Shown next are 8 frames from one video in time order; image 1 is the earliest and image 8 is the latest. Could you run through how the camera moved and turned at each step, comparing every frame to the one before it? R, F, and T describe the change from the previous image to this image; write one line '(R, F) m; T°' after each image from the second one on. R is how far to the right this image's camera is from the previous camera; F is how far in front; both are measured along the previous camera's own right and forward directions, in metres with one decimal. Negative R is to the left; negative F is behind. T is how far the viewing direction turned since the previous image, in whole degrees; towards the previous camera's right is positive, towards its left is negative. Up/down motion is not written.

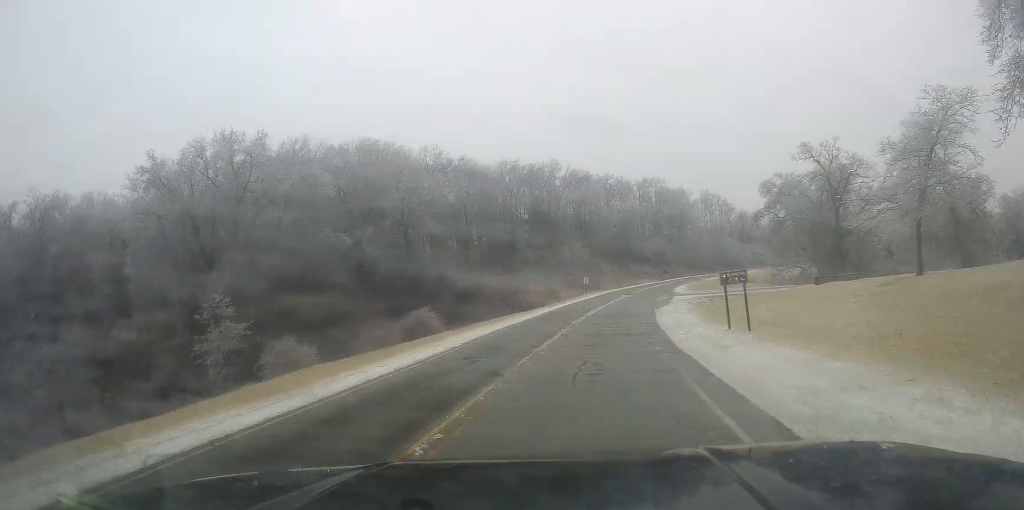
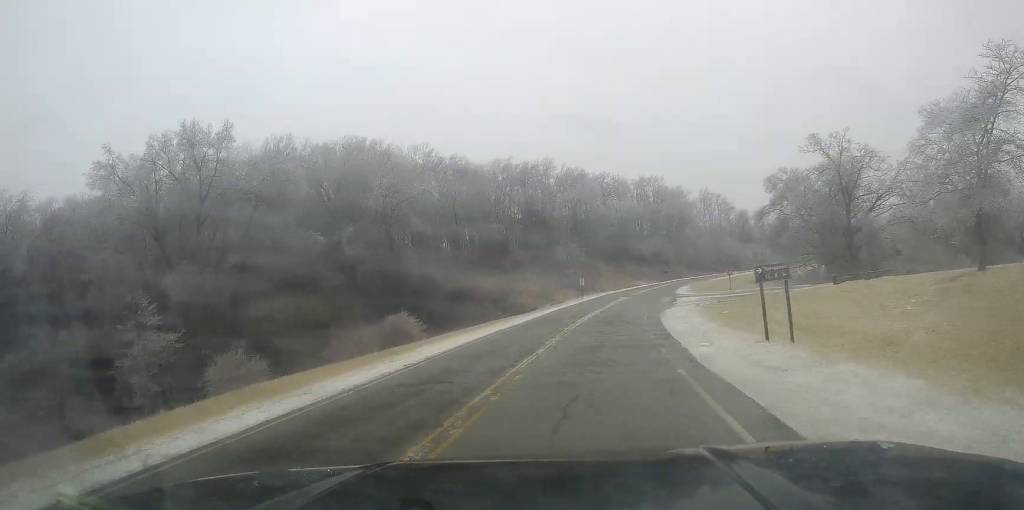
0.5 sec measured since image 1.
(0.0, +5.4) m; +1°
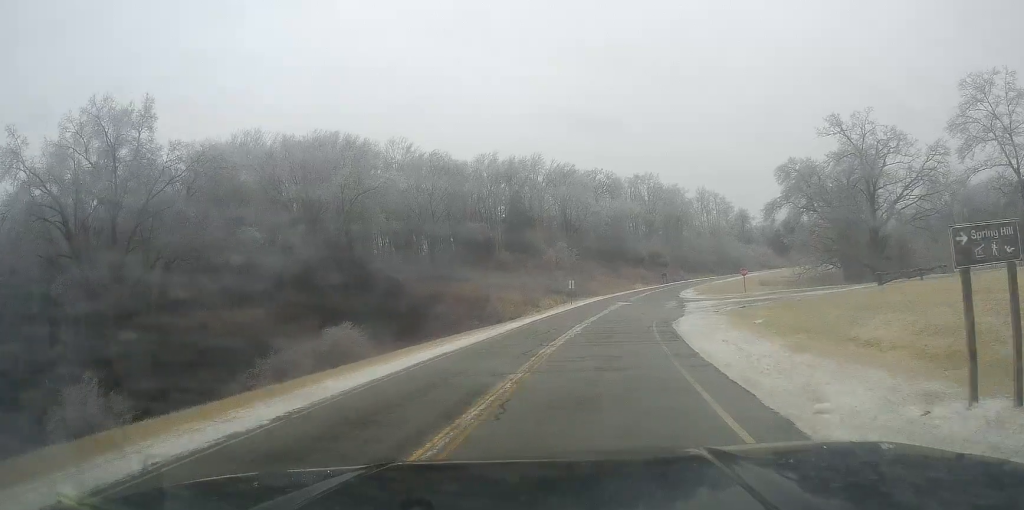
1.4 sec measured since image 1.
(+0.1, +10.4) m; +3°
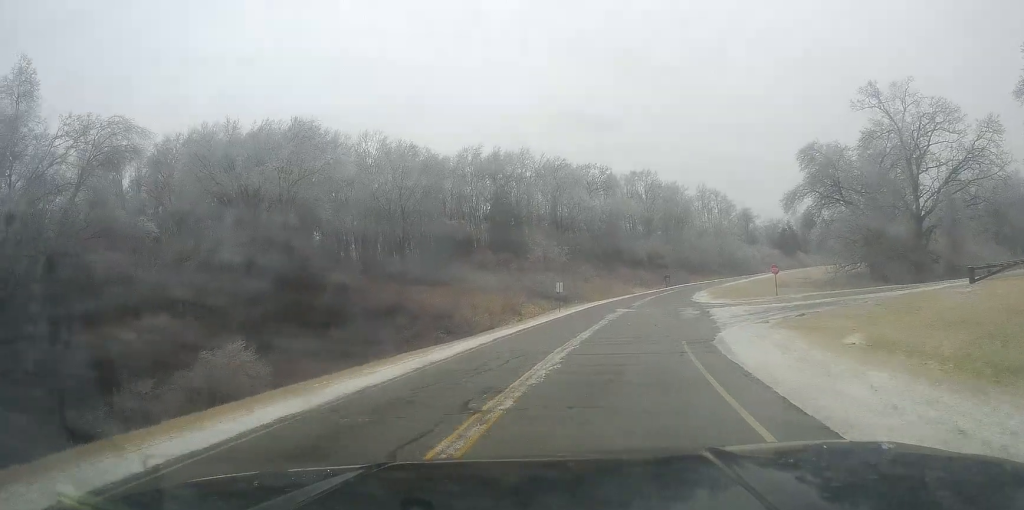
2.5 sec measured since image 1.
(+0.6, +12.4) m; +2°
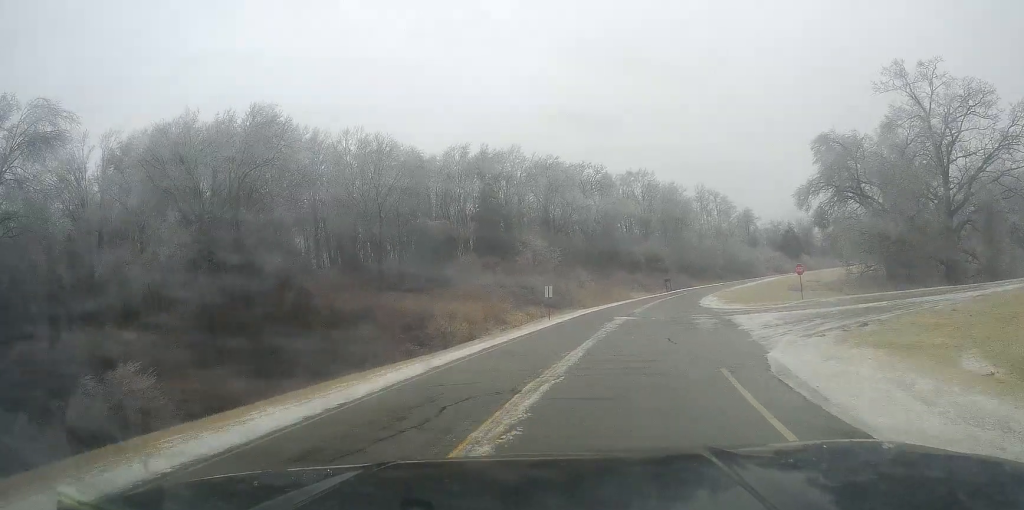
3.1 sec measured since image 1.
(+0.2, +7.0) m; -1°
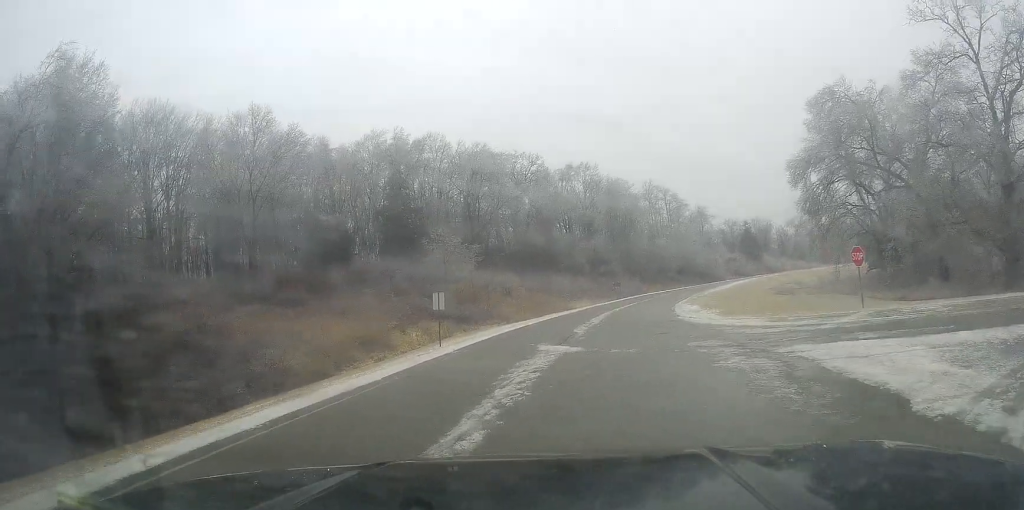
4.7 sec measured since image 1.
(-0.1, +17.2) m; +7°
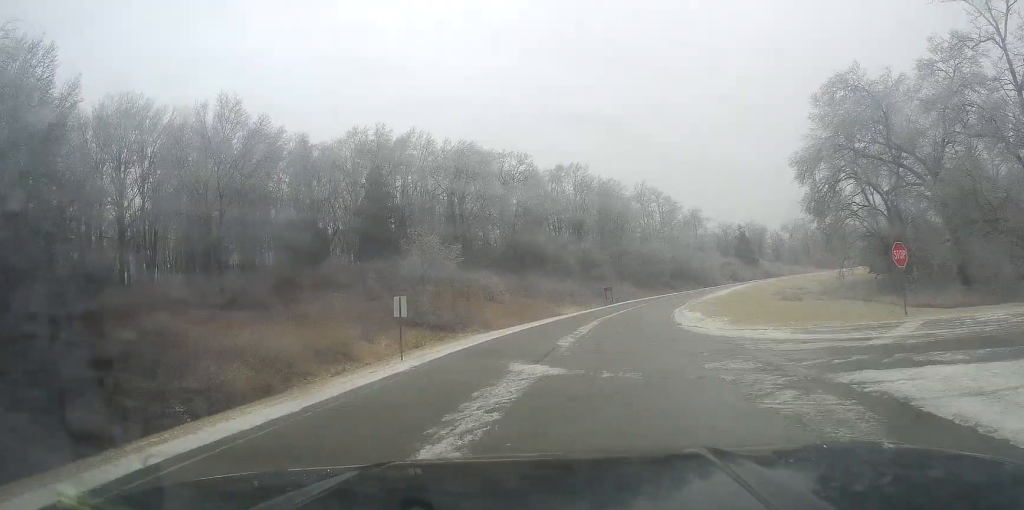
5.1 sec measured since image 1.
(+0.1, +4.4) m; +2°
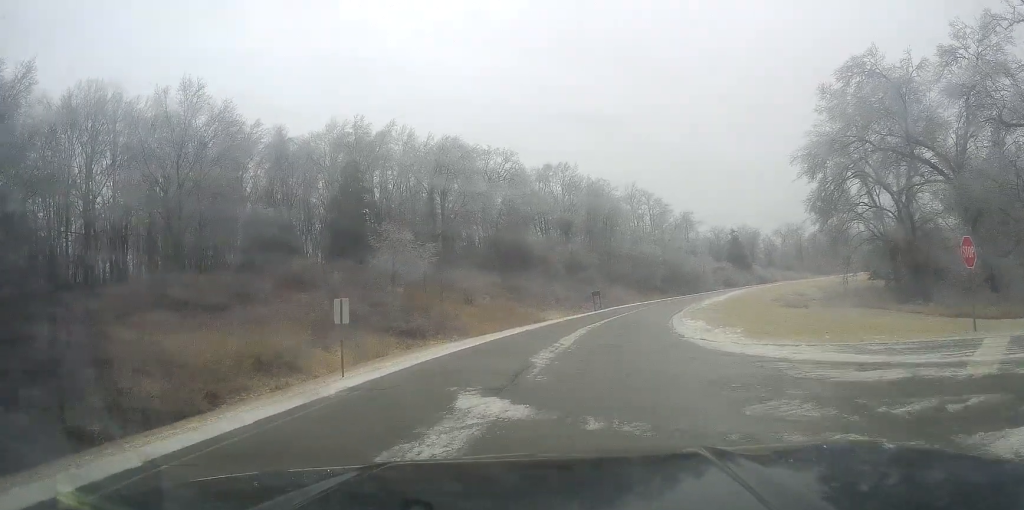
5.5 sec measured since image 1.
(+0.3, +4.8) m; 0°
